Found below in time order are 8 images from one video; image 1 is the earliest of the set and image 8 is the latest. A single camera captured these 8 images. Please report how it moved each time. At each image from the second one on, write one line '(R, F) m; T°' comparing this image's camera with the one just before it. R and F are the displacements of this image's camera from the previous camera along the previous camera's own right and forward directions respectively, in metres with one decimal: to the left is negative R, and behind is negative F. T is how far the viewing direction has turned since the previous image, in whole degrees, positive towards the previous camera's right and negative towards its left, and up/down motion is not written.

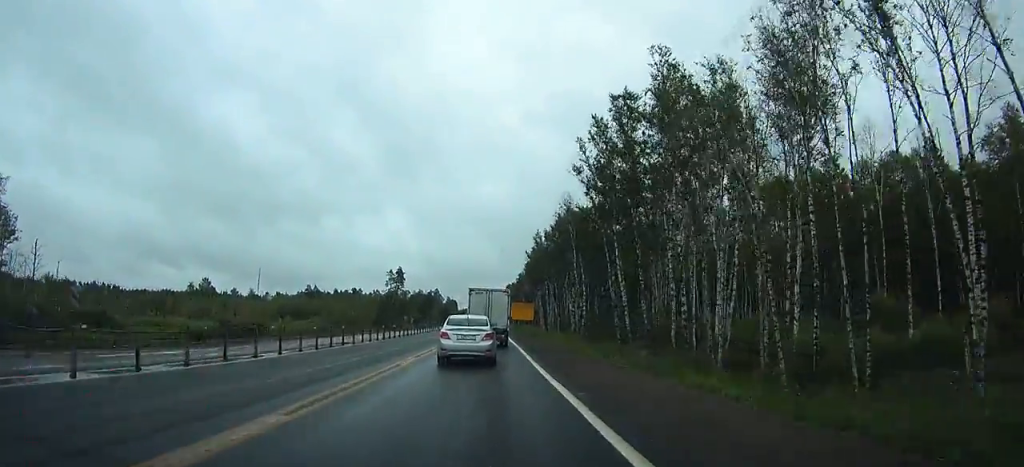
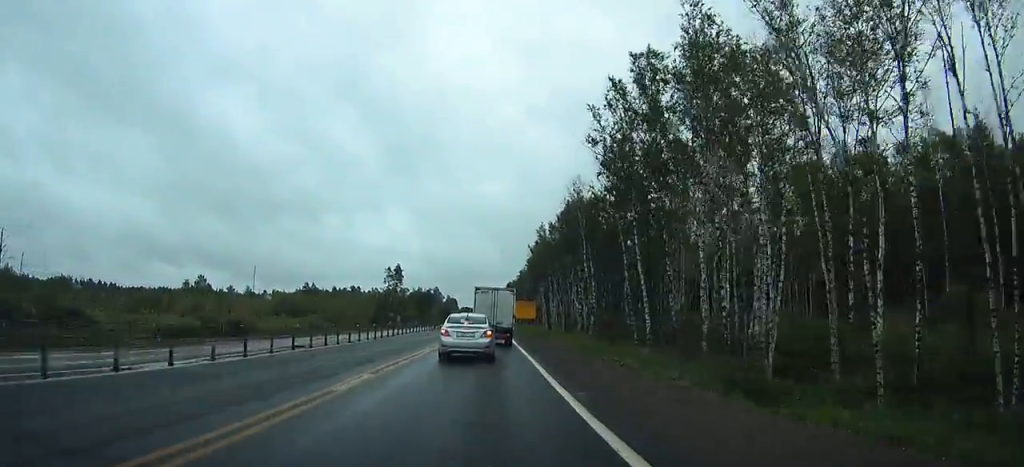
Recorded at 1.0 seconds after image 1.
(-0.1, +6.4) m; +1°
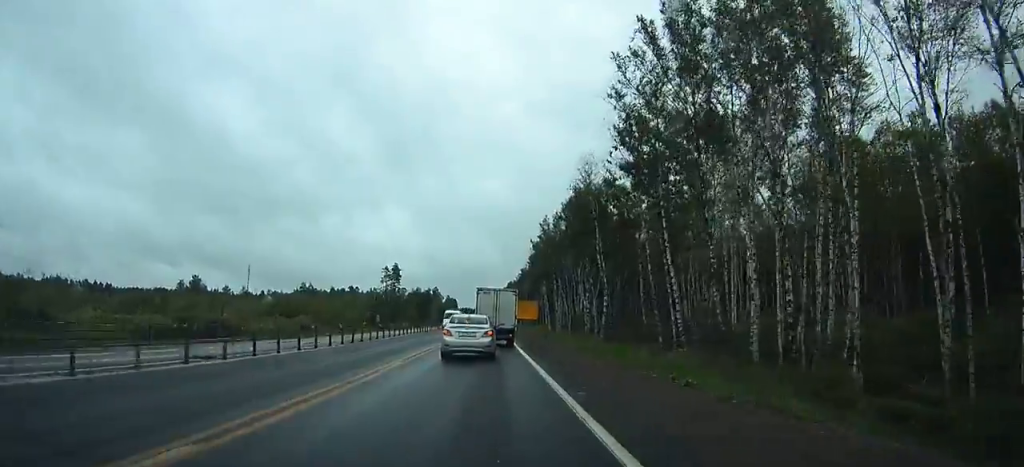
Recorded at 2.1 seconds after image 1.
(+0.3, +7.0) m; +1°
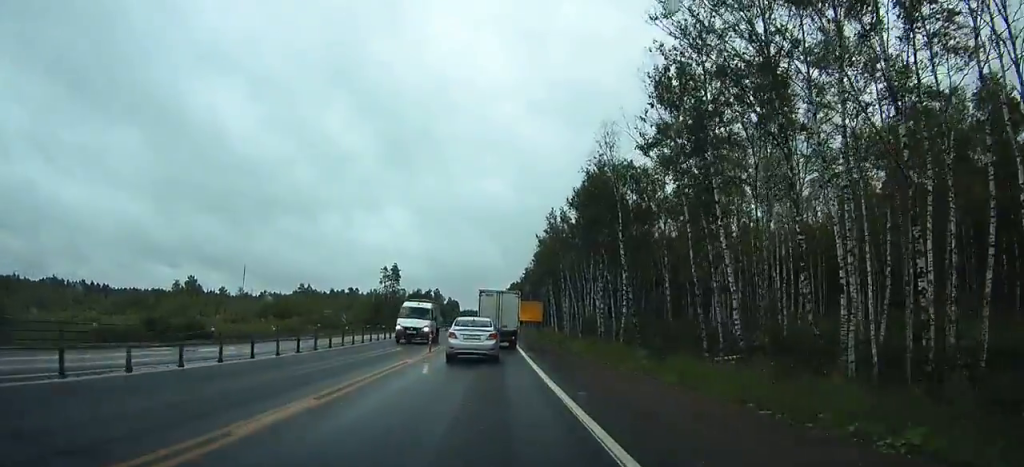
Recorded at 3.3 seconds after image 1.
(+0.2, +7.8) m; +1°
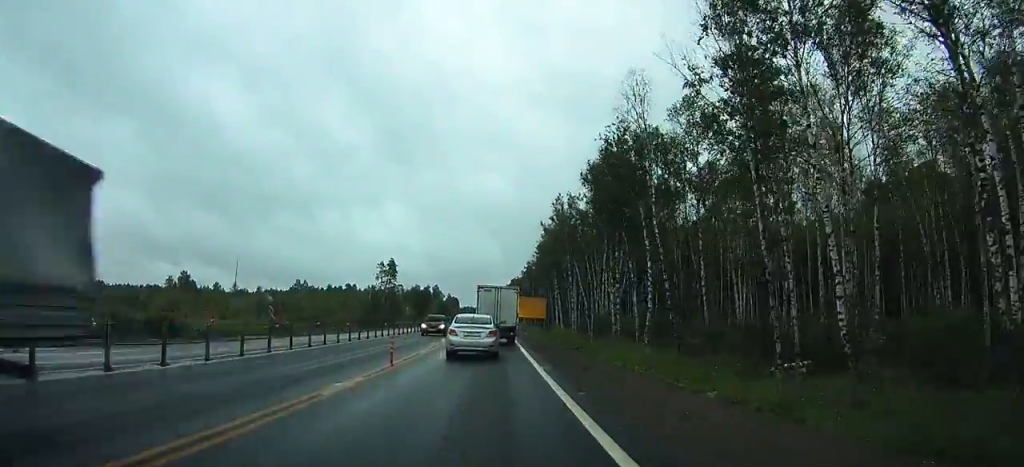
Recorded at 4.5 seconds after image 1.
(0.0, +8.1) m; -1°
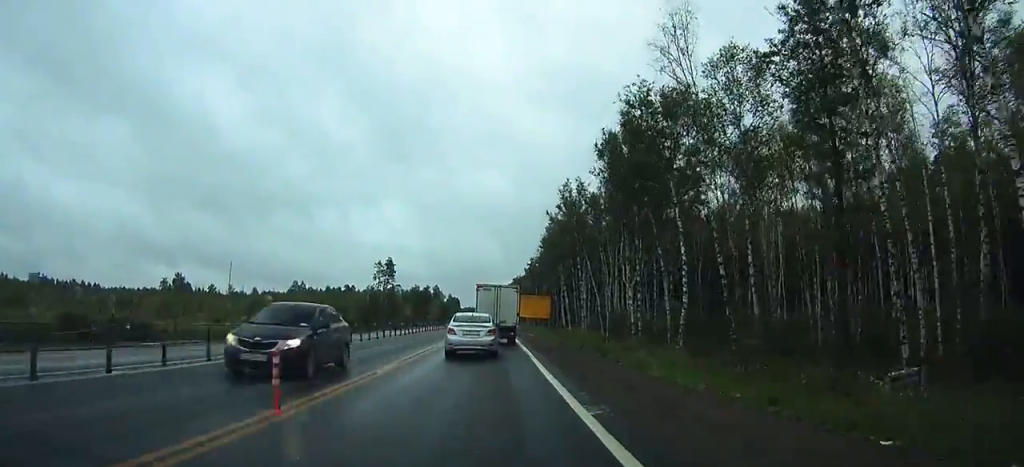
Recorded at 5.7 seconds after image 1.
(0.0, +7.1) m; -1°
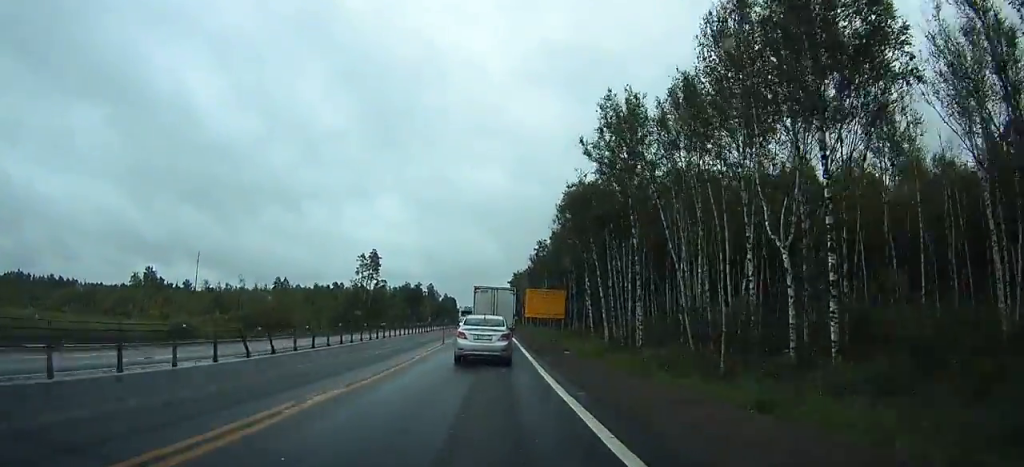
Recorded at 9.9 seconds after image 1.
(-0.5, +26.4) m; -1°
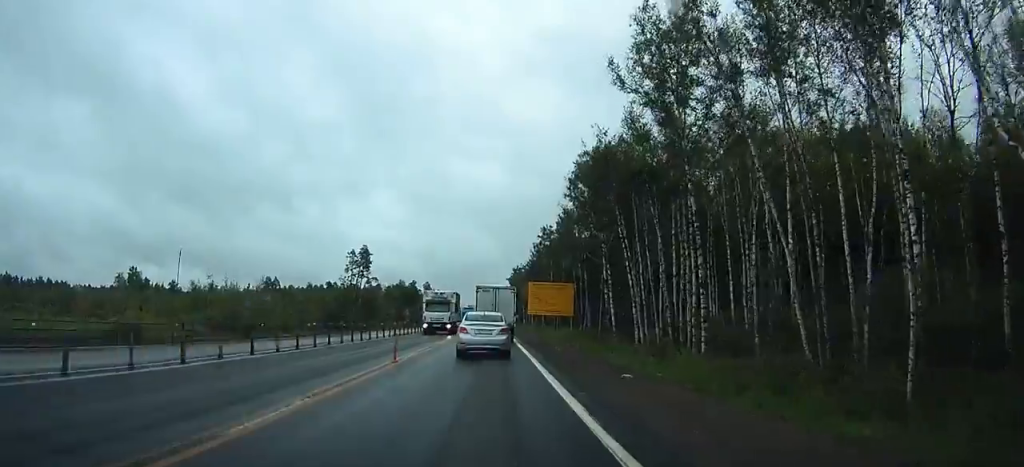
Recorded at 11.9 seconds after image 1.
(0.0, +12.9) m; 0°
